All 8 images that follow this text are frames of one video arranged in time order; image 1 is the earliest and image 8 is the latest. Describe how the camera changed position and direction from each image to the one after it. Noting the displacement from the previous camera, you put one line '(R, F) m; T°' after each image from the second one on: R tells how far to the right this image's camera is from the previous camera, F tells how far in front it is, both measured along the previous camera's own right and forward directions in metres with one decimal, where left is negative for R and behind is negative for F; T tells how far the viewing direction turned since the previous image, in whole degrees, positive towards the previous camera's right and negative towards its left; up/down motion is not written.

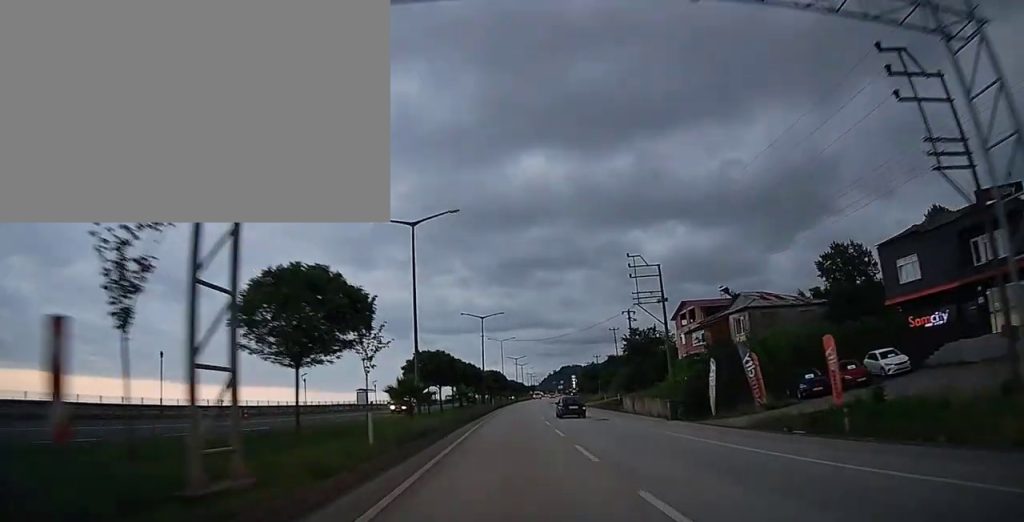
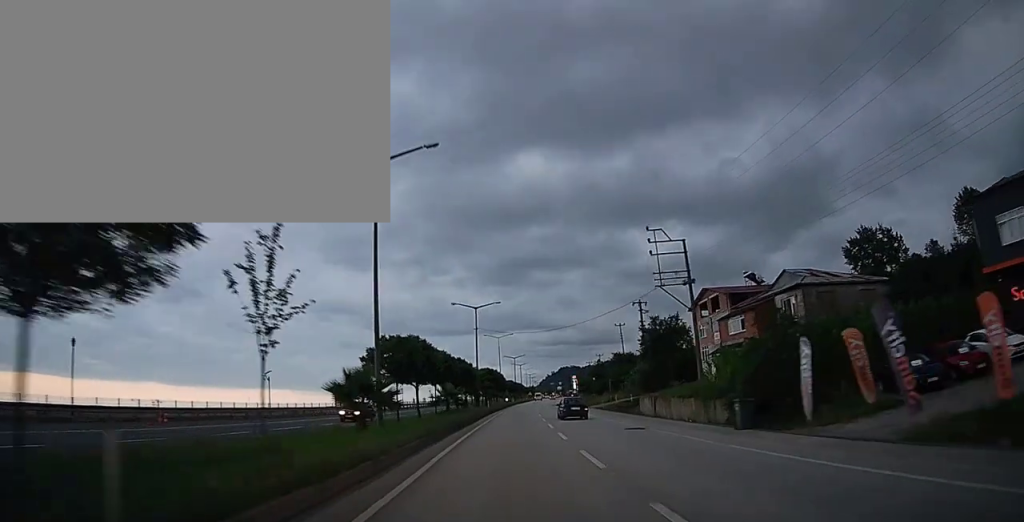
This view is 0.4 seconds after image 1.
(-0.1, +8.9) m; 0°
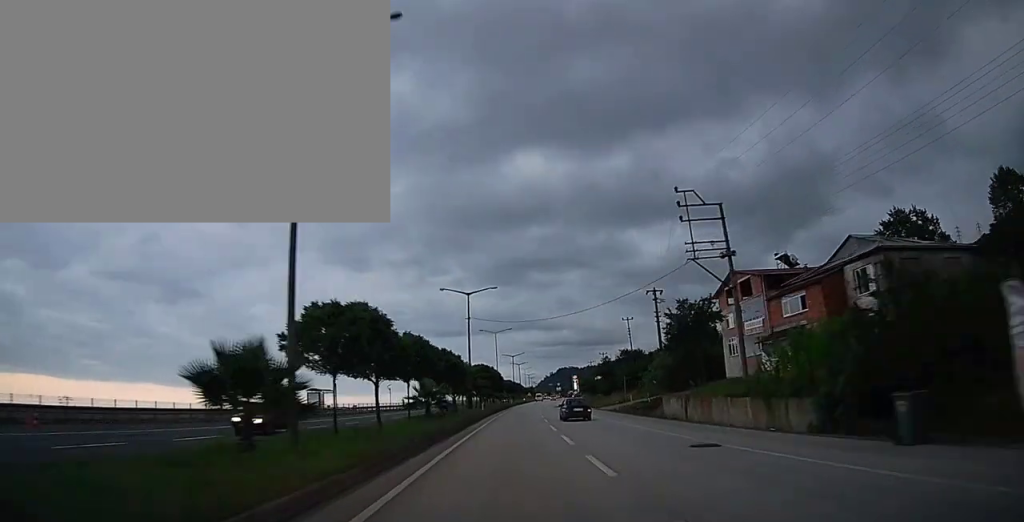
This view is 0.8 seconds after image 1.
(-0.2, +9.6) m; 0°
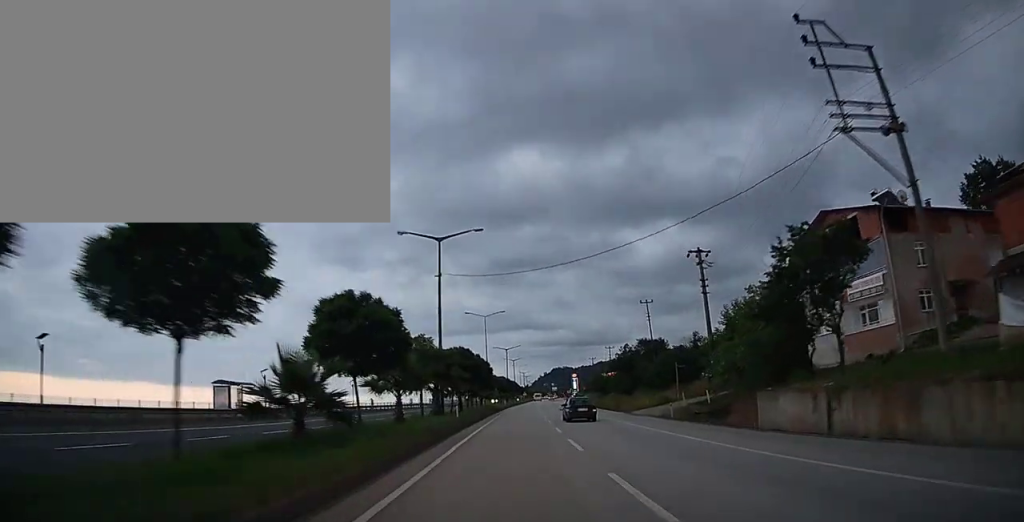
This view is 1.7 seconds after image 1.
(+0.3, +18.4) m; +1°
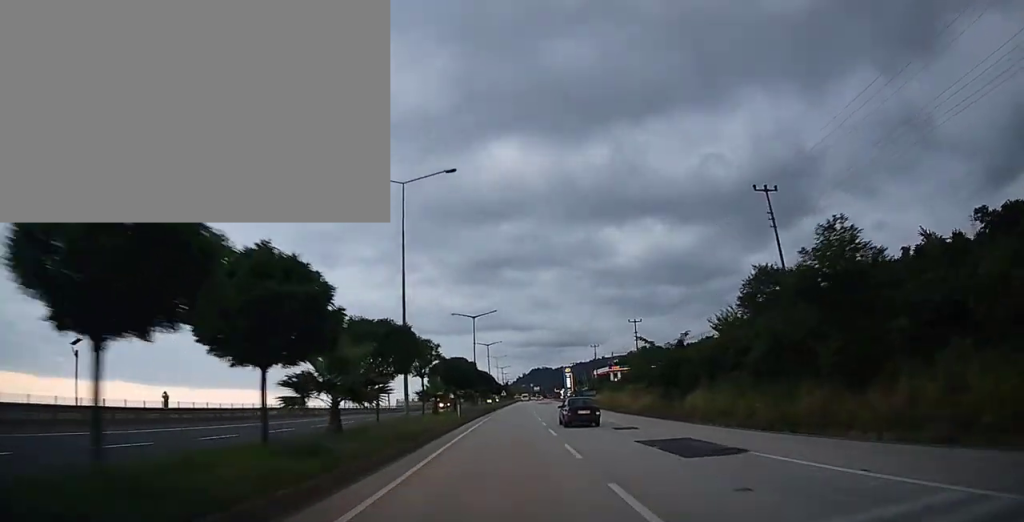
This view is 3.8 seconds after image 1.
(+0.6, +46.6) m; +2°
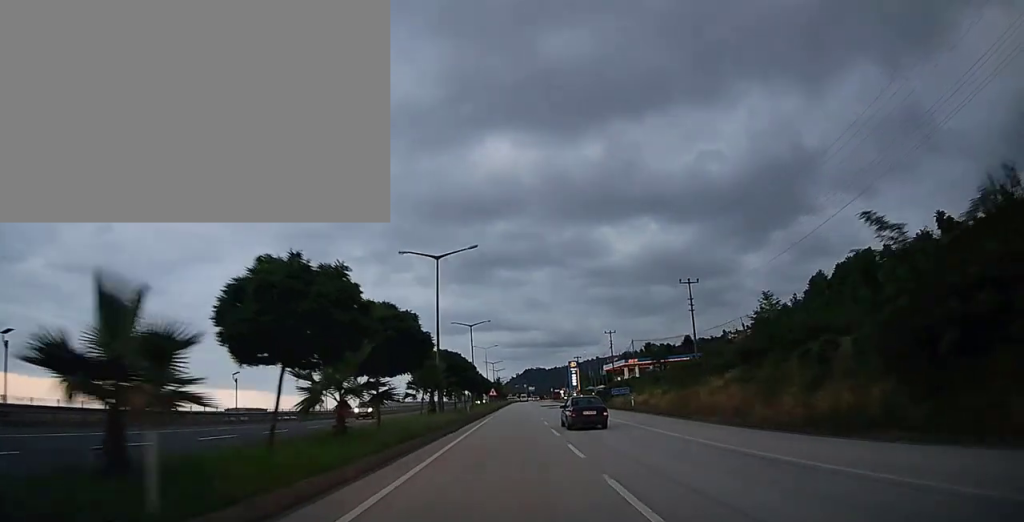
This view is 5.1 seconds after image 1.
(+0.4, +29.3) m; +1°
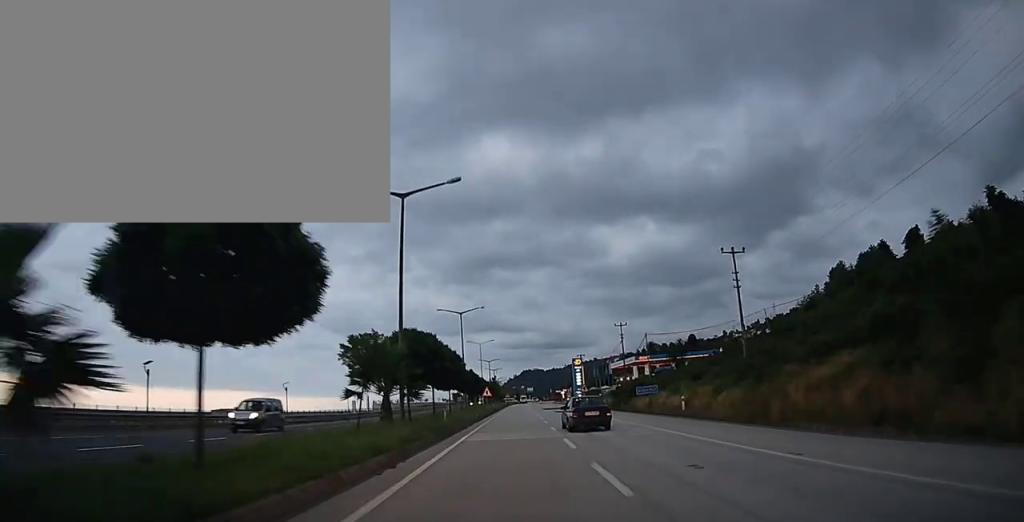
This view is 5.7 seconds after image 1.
(0.0, +12.4) m; 0°
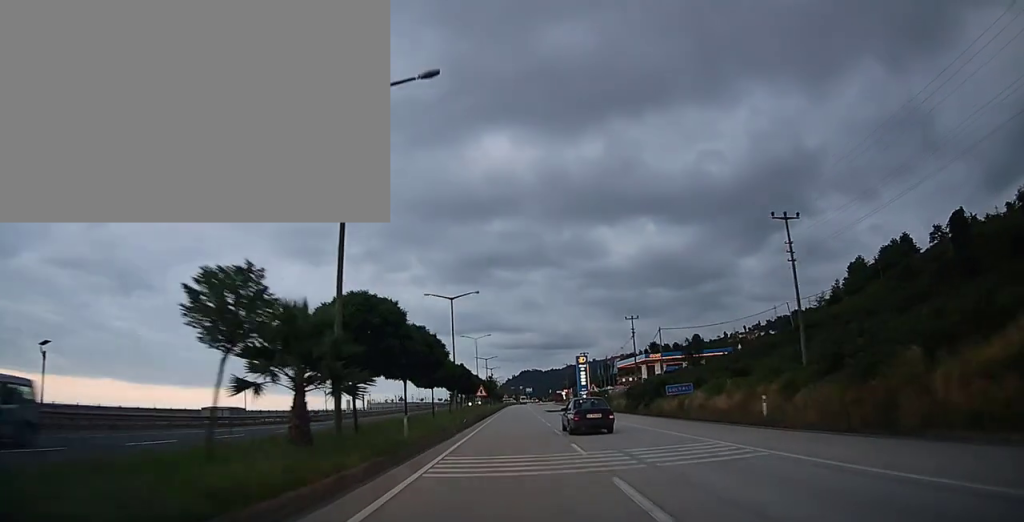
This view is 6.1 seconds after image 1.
(0.0, +9.4) m; 0°
